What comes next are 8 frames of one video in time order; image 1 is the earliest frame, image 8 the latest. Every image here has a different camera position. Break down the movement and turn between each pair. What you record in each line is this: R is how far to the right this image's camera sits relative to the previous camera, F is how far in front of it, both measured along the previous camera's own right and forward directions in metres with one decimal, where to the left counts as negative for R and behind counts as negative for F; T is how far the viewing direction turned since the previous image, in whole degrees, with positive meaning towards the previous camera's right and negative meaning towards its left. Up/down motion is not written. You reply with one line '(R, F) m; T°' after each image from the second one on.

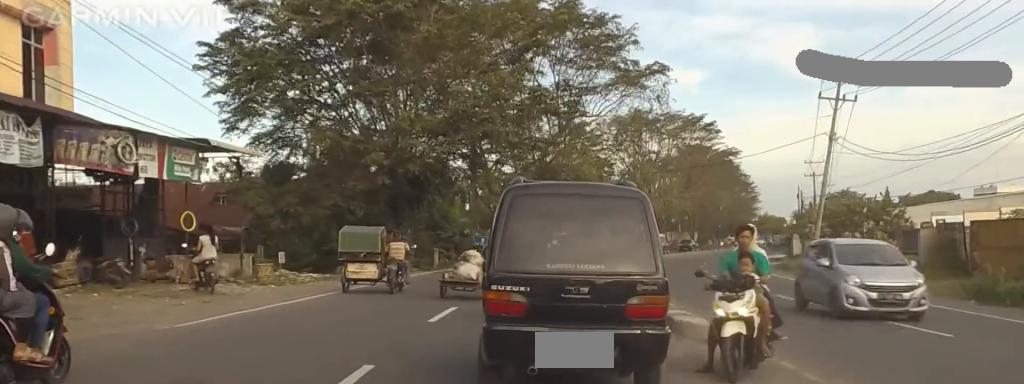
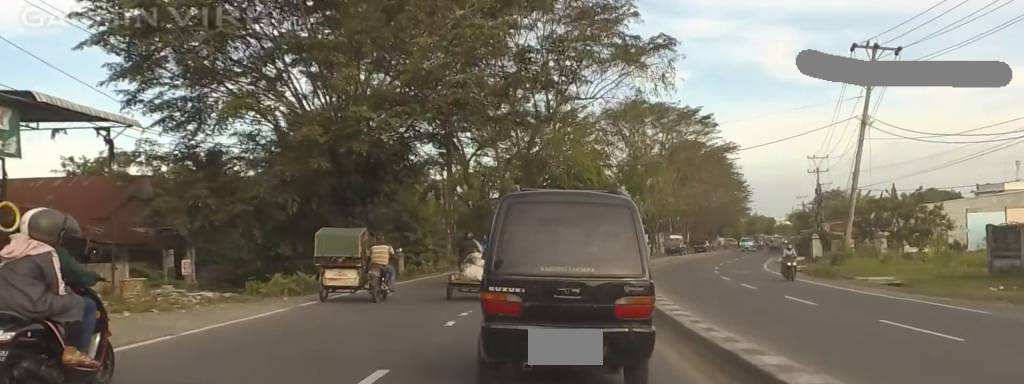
(-1.0, +8.6) m; -2°
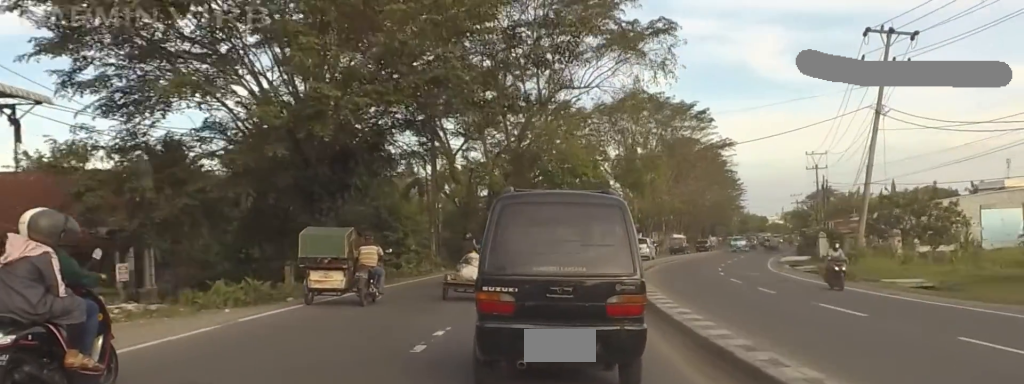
(-0.2, +3.5) m; +4°
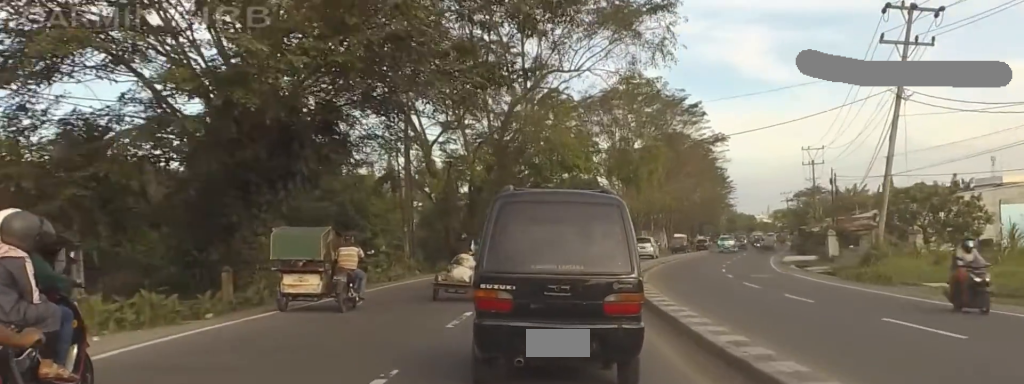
(+0.3, +4.4) m; +2°
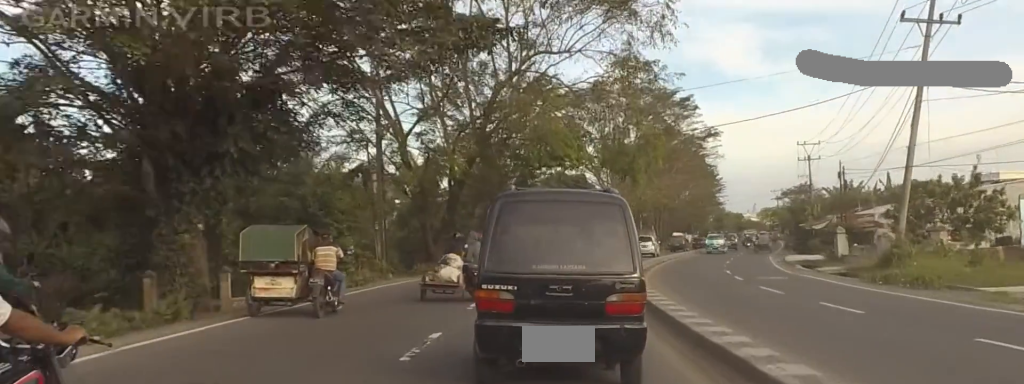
(+0.7, +3.7) m; 0°
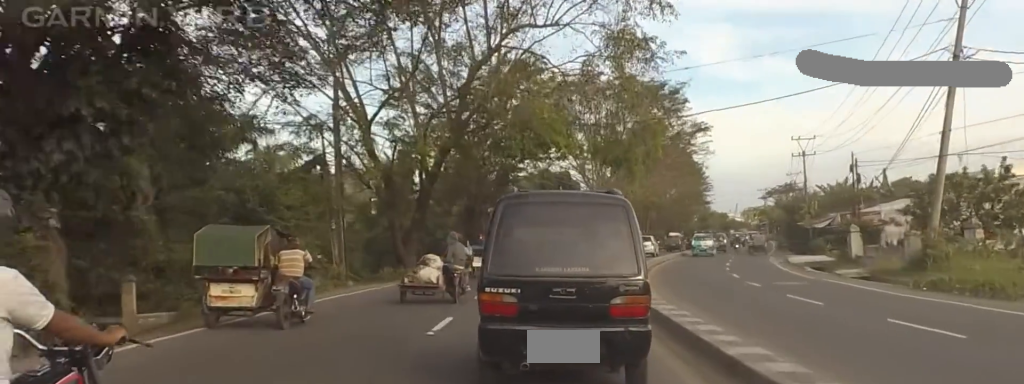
(0.0, +4.5) m; 0°
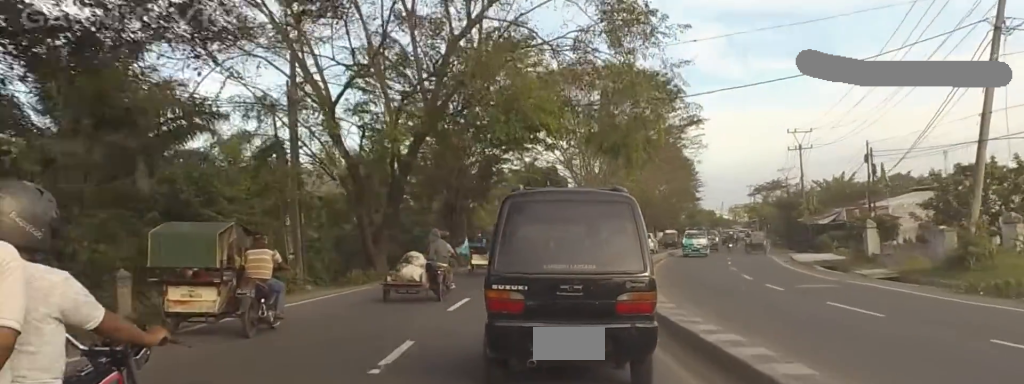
(-0.6, +3.9) m; 0°
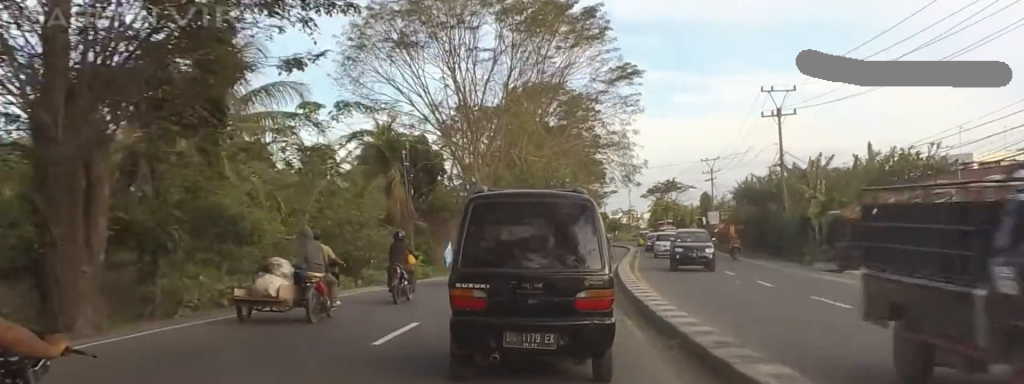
(+3.3, +28.9) m; +8°
